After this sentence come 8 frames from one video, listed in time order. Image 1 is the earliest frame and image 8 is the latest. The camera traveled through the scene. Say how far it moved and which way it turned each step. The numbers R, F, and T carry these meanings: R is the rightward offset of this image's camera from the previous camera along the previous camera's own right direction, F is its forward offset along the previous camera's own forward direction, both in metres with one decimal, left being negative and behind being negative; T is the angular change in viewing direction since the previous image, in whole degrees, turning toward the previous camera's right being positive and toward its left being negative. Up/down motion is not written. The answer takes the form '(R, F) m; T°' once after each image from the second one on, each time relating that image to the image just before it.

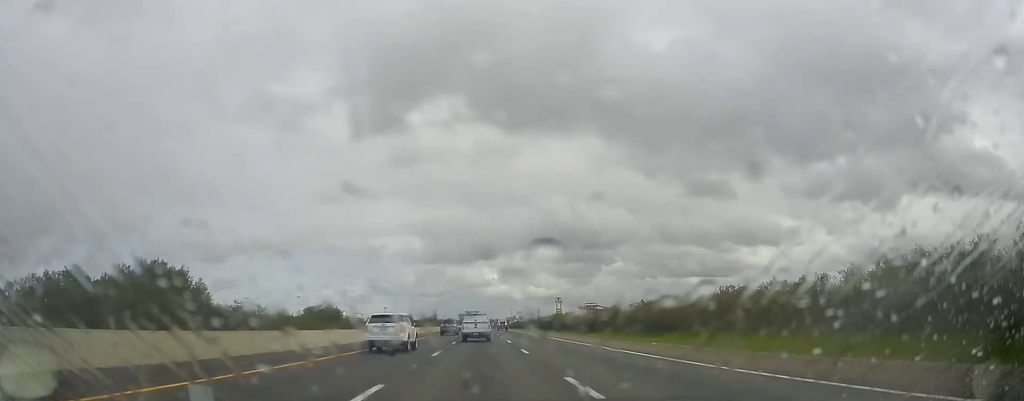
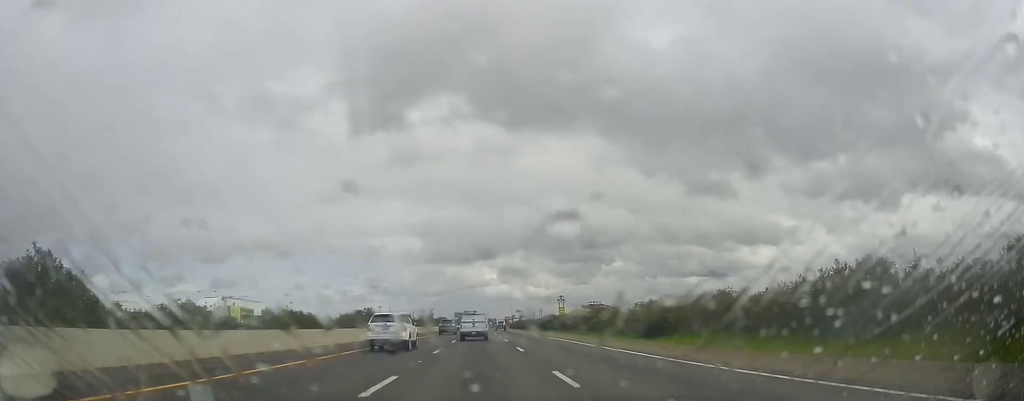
(+0.1, +27.1) m; +1°
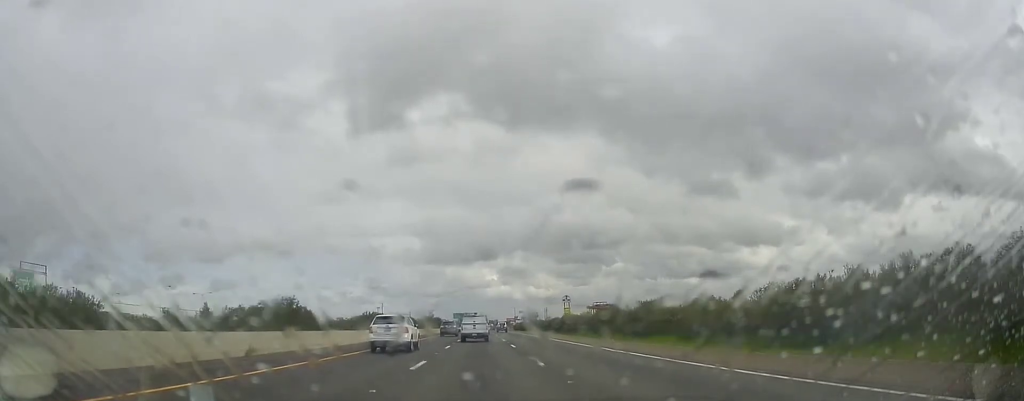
(+0.4, +23.2) m; 0°
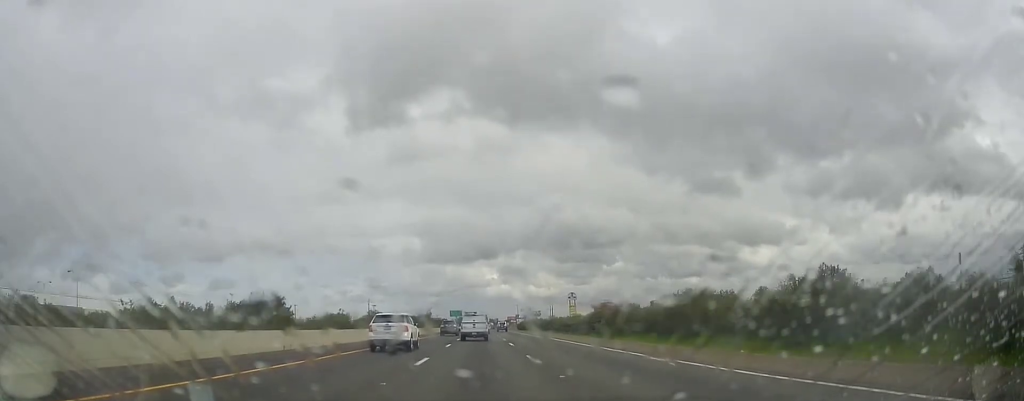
(-0.6, +28.1) m; -1°
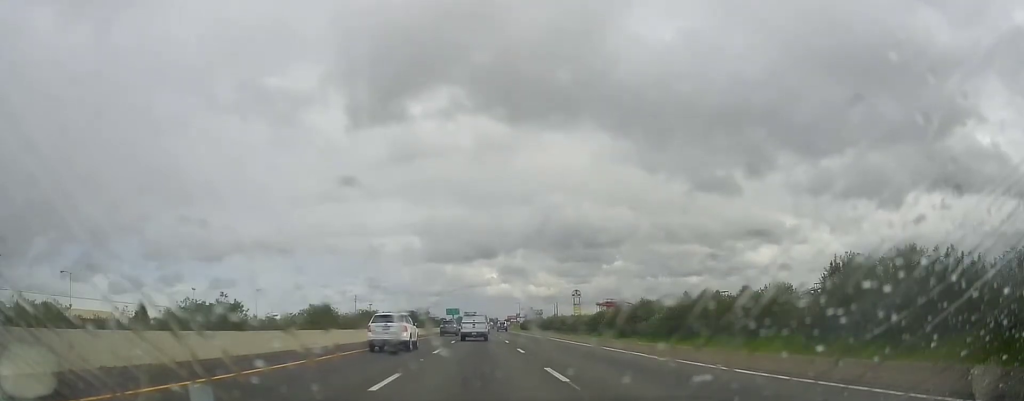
(0.0, +21.8) m; 0°
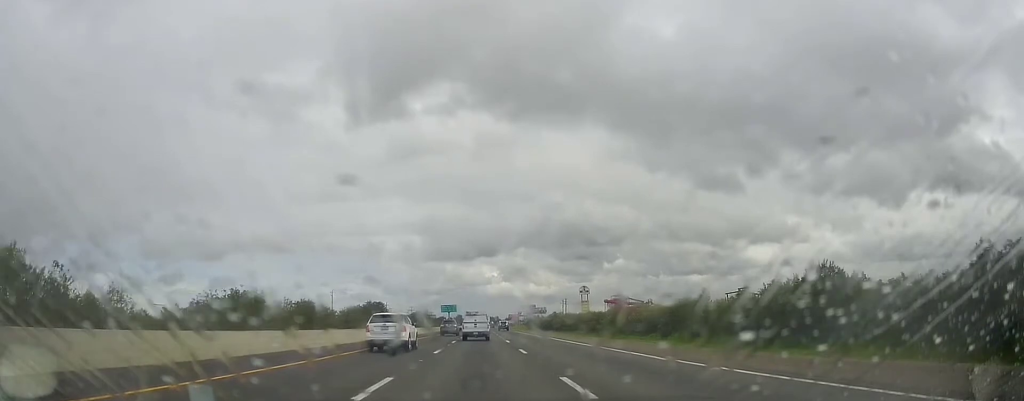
(0.0, +29.7) m; +1°
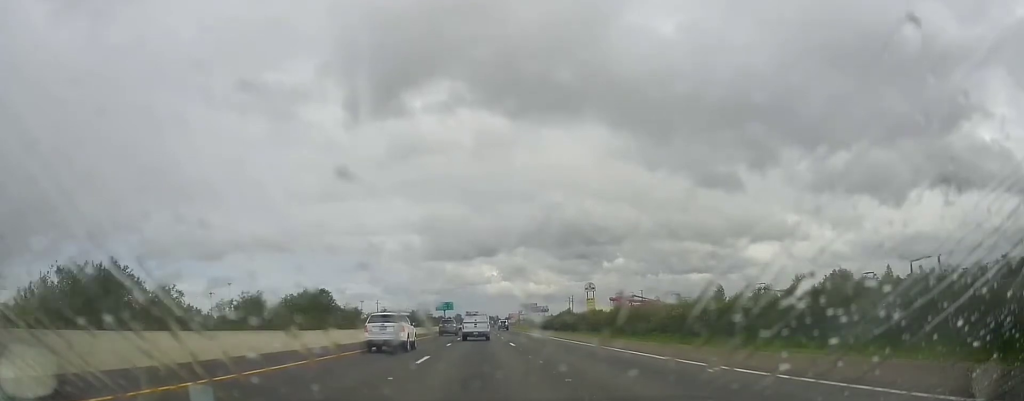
(+0.2, +21.1) m; +1°
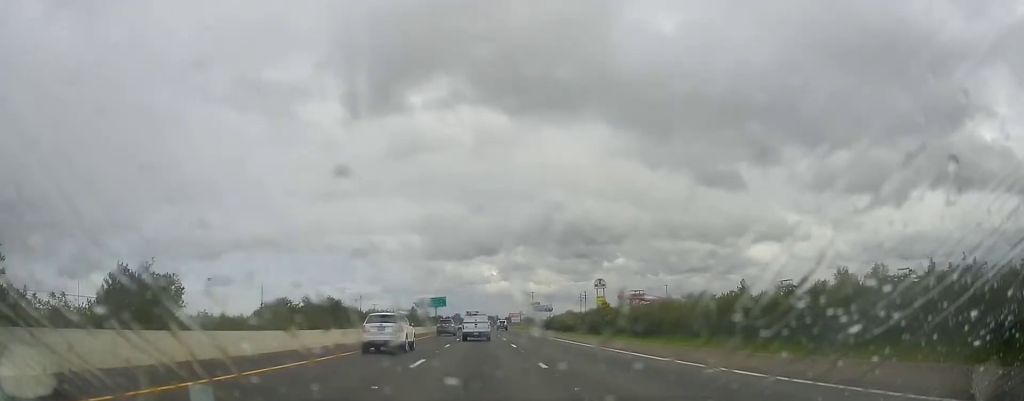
(+0.2, +31.7) m; 0°
